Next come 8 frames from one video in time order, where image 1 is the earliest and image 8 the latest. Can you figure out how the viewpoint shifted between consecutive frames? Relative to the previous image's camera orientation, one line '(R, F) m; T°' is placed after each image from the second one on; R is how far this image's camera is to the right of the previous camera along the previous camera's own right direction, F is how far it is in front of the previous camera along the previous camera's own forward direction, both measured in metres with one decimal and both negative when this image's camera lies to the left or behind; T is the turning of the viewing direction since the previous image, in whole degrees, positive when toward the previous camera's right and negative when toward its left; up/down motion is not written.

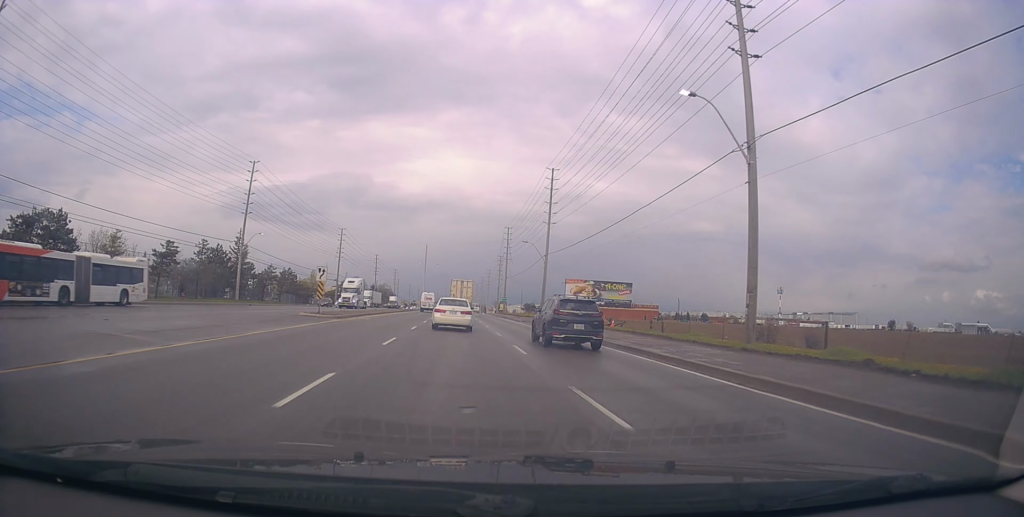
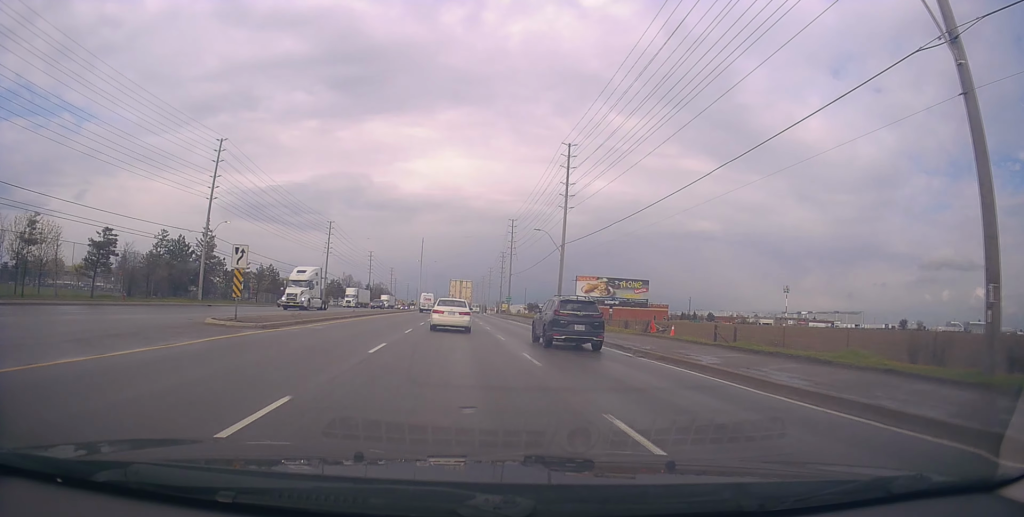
(+0.1, +11.5) m; 0°
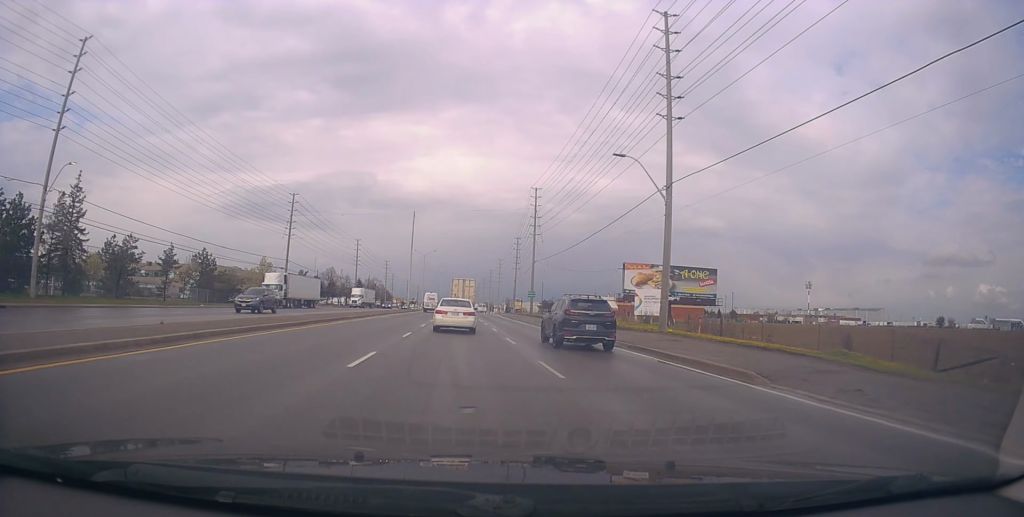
(-0.5, +29.3) m; -1°
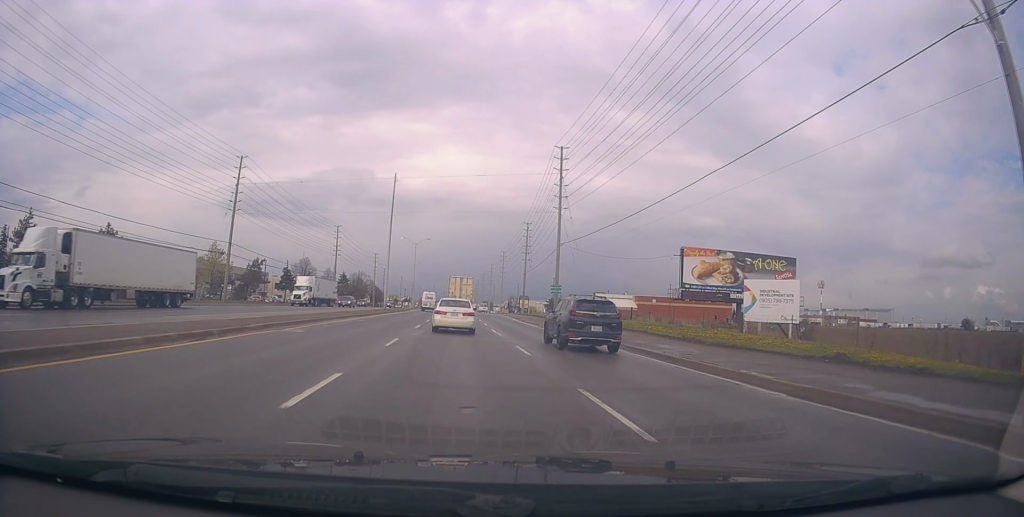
(+0.2, +22.6) m; +1°
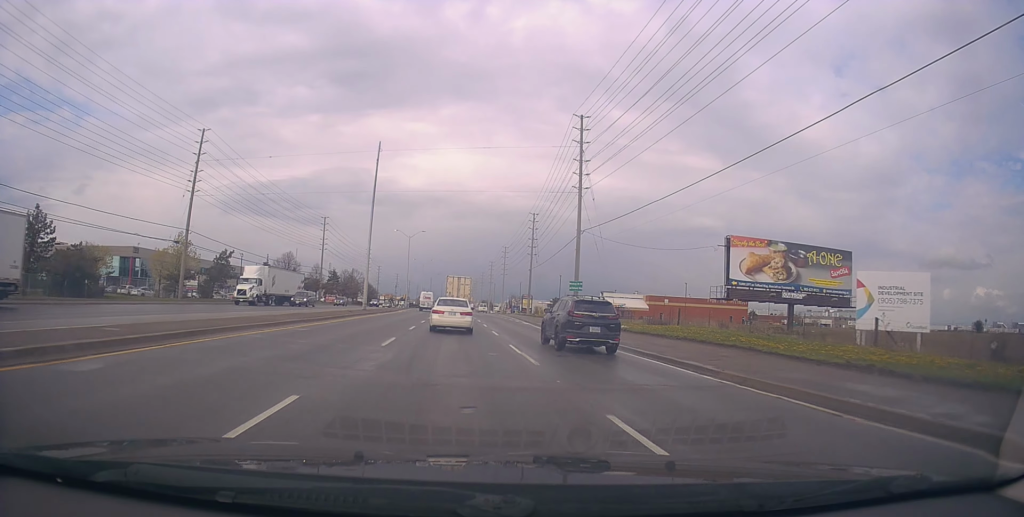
(+0.2, +10.7) m; 0°
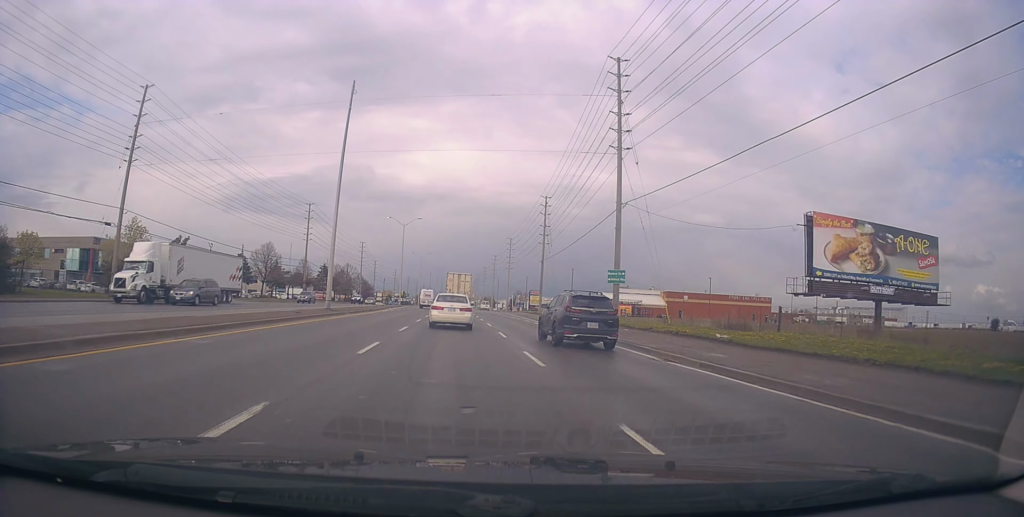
(-0.3, +12.8) m; -1°
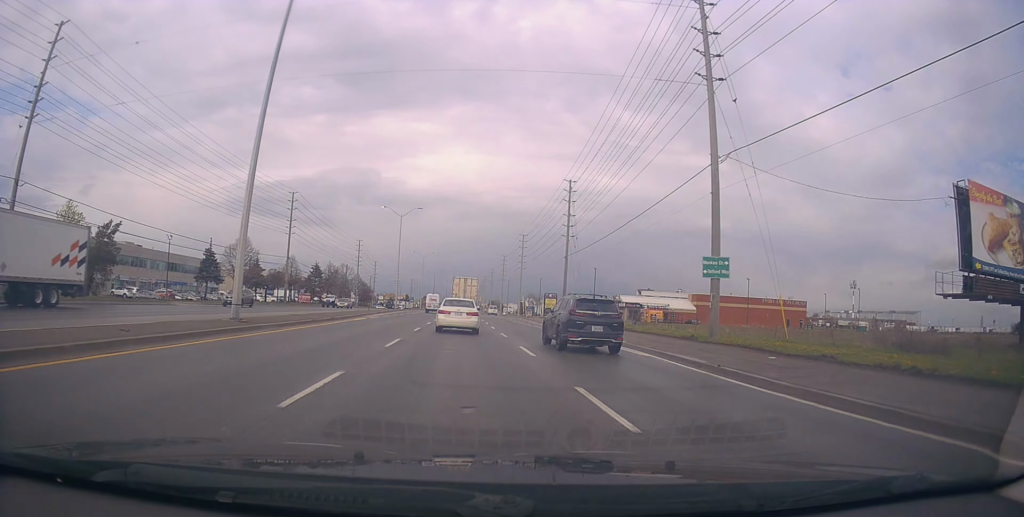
(0.0, +14.1) m; 0°
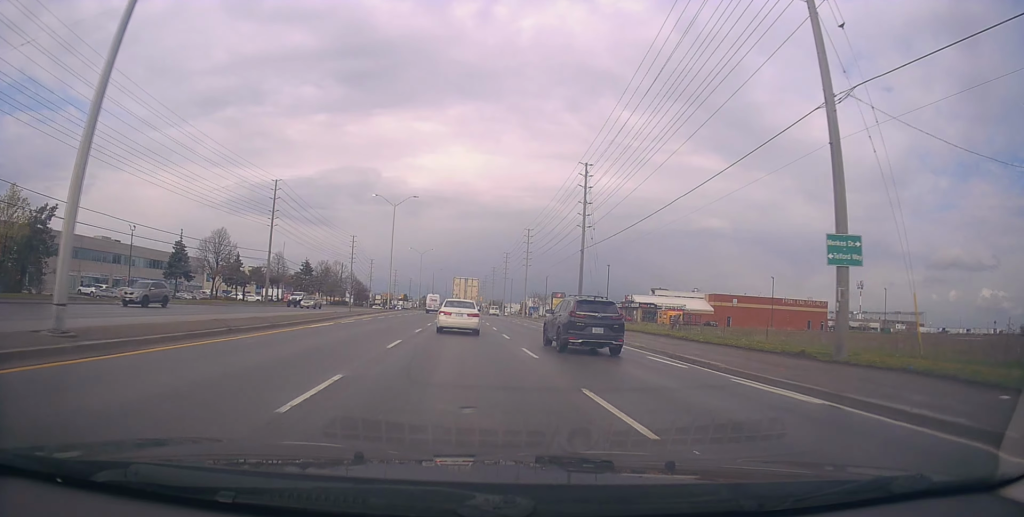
(0.0, +8.9) m; 0°
